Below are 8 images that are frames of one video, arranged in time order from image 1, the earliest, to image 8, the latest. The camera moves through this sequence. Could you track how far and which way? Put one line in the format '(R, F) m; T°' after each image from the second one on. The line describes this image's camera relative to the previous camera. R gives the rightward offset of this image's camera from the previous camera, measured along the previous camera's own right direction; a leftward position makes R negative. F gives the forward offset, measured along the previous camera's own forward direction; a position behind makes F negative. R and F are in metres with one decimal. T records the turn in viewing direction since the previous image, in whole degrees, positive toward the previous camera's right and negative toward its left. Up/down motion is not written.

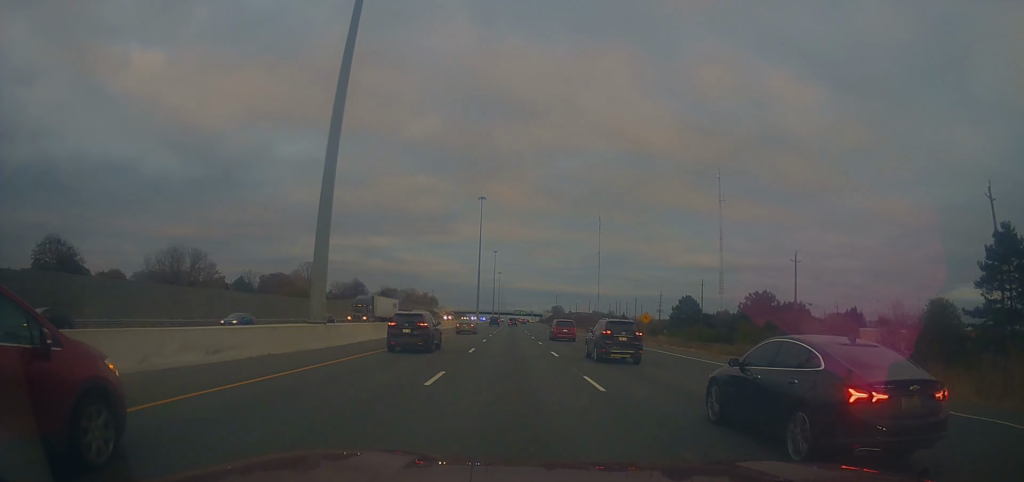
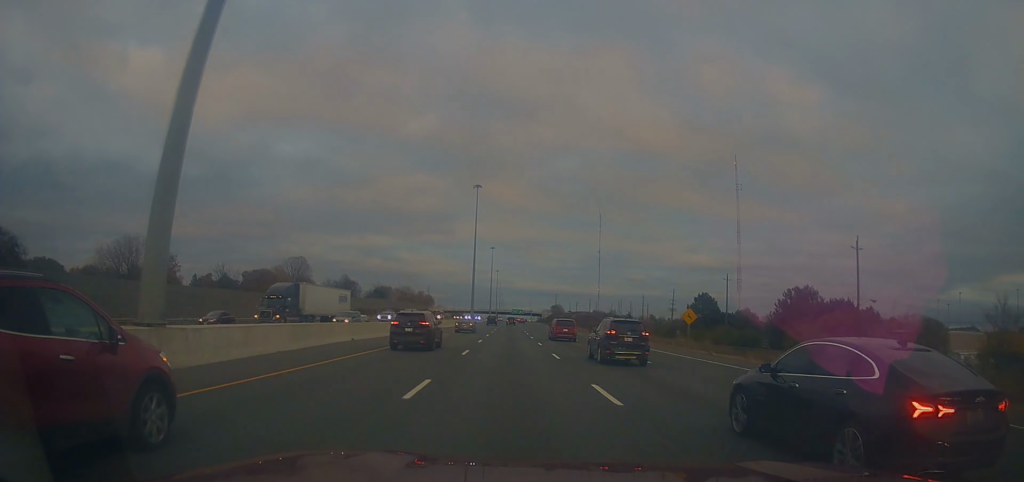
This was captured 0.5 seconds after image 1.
(0.0, +14.5) m; 0°
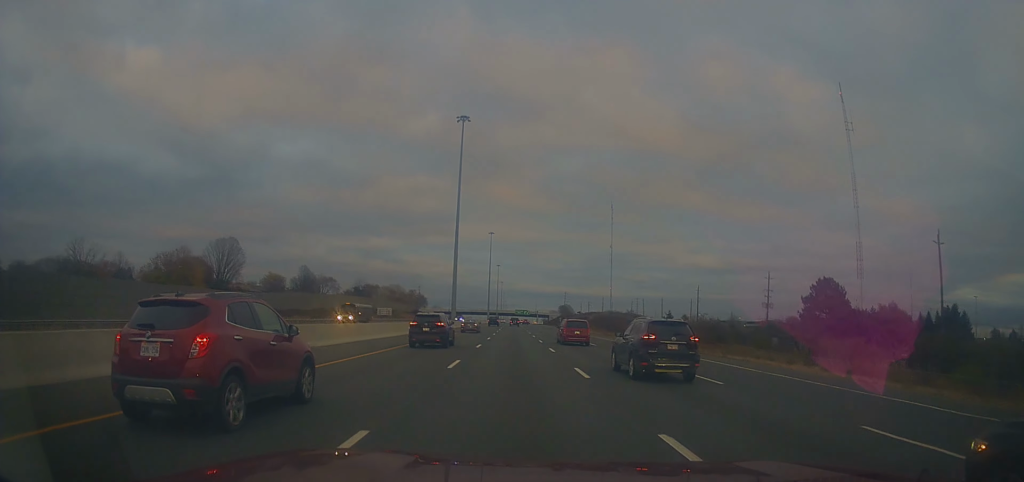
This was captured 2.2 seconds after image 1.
(0.0, +54.8) m; 0°
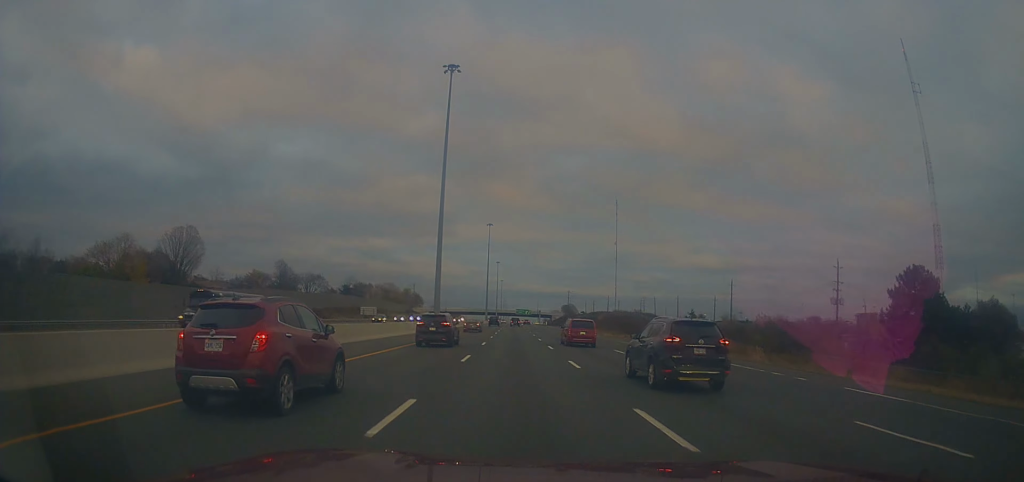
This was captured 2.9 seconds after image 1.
(-0.1, +21.7) m; +1°
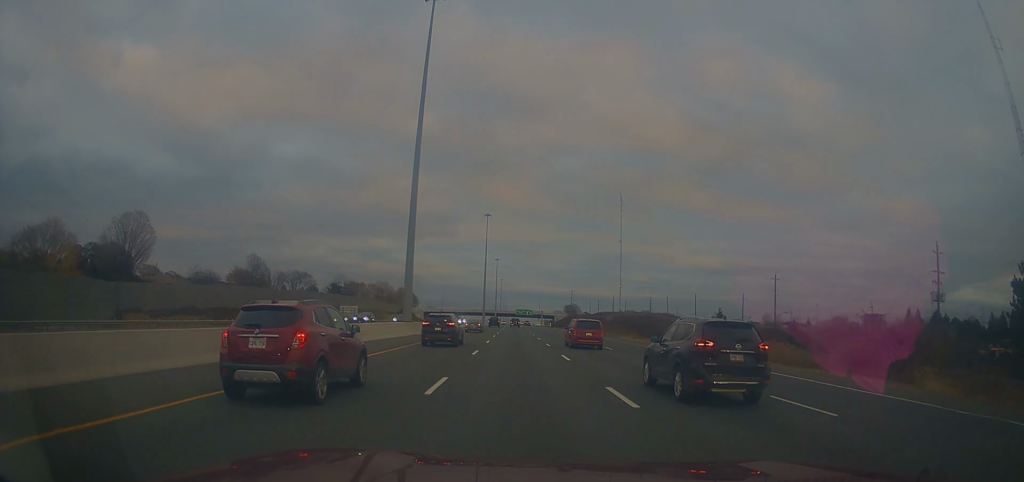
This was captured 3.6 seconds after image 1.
(+0.4, +20.6) m; -1°
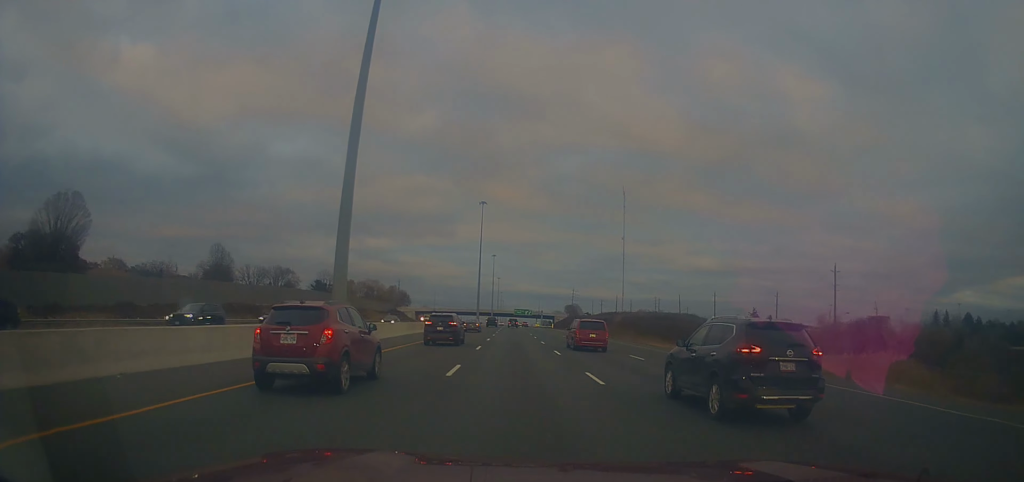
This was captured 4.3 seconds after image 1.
(-0.3, +20.6) m; 0°
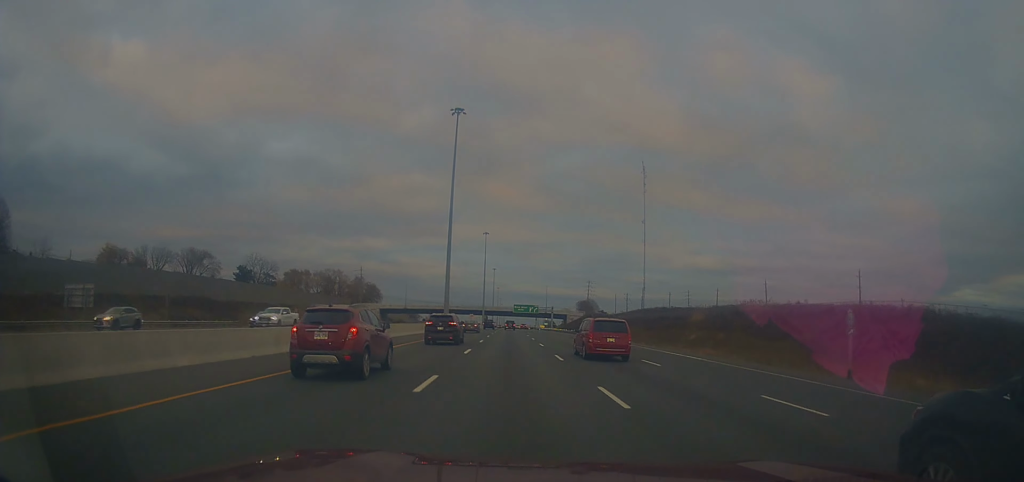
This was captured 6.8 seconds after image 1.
(+0.5, +77.2) m; 0°
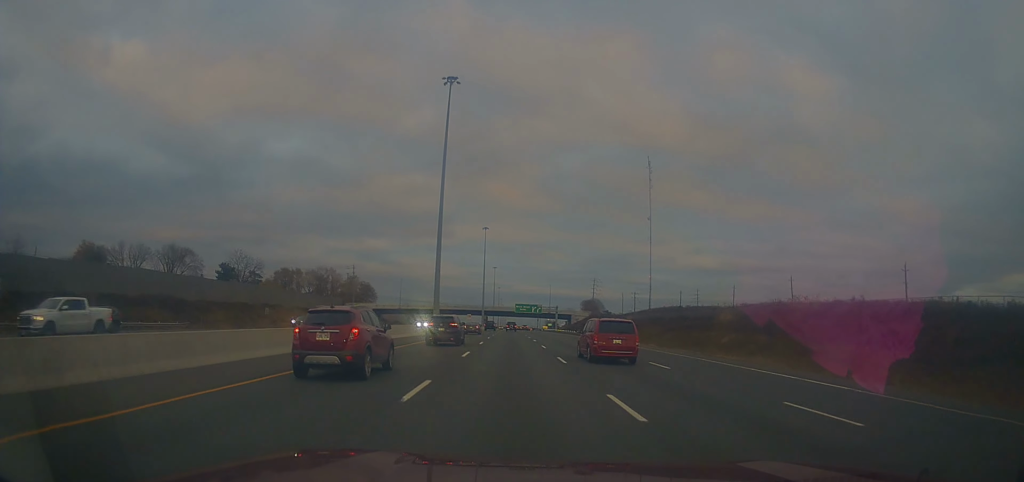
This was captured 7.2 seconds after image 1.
(0.0, +13.4) m; 0°
